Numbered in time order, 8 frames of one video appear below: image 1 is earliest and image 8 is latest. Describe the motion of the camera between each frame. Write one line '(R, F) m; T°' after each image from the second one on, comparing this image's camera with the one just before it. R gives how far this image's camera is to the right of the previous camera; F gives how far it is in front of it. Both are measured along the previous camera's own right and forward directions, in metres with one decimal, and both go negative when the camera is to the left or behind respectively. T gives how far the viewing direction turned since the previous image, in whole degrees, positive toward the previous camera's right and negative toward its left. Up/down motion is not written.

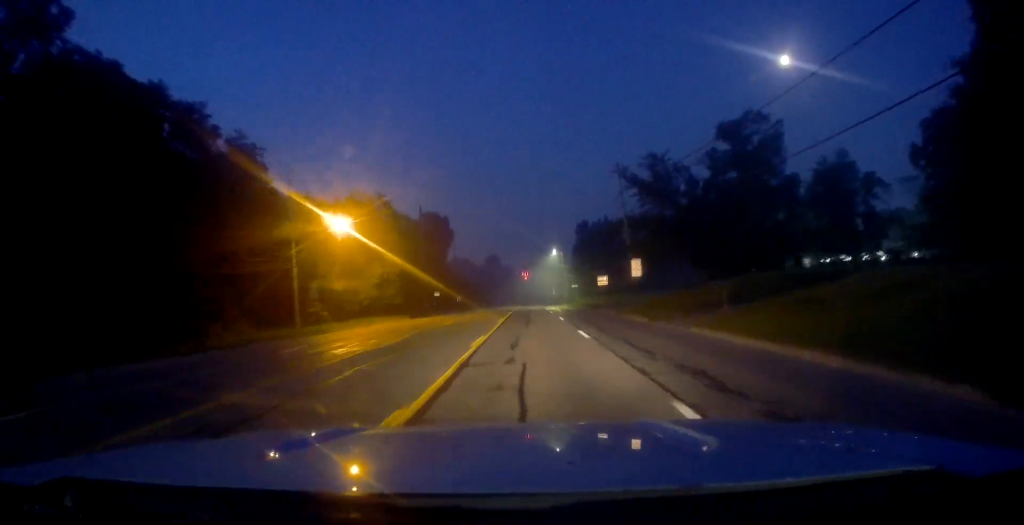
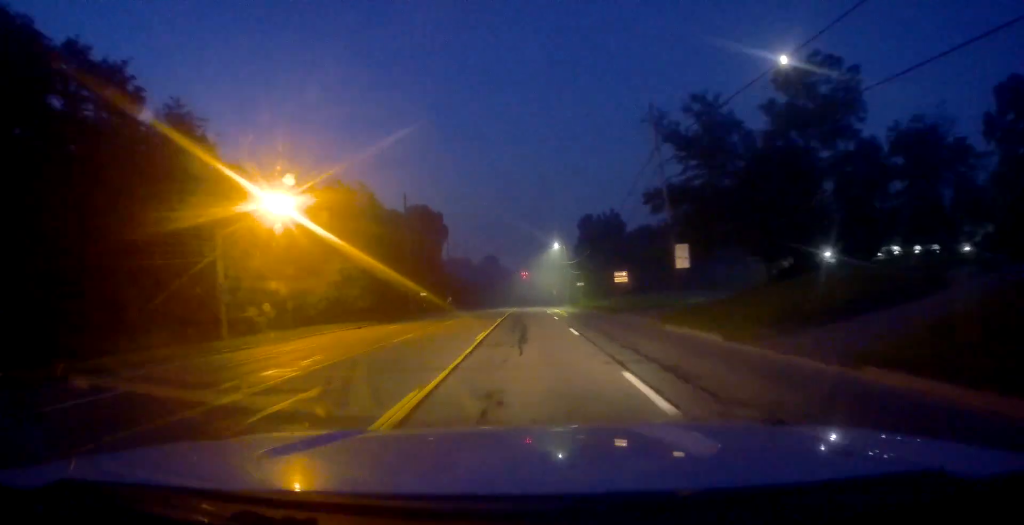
(+0.2, +12.3) m; +1°
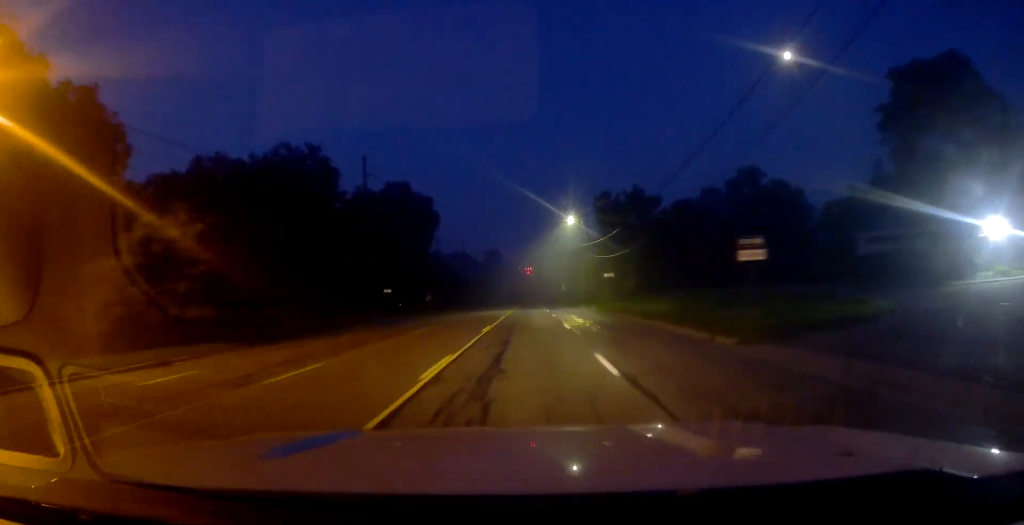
(-0.6, +25.9) m; -2°
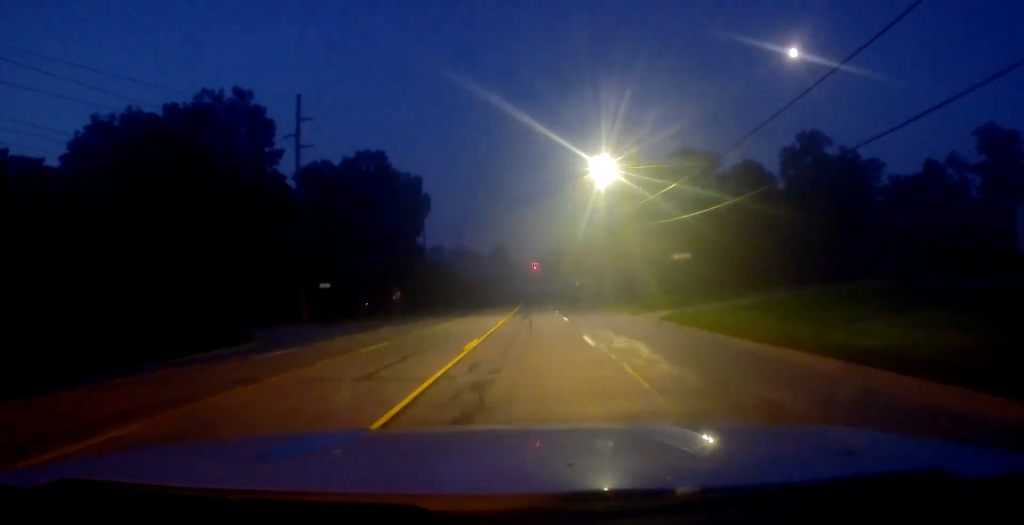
(+0.1, +23.3) m; +1°
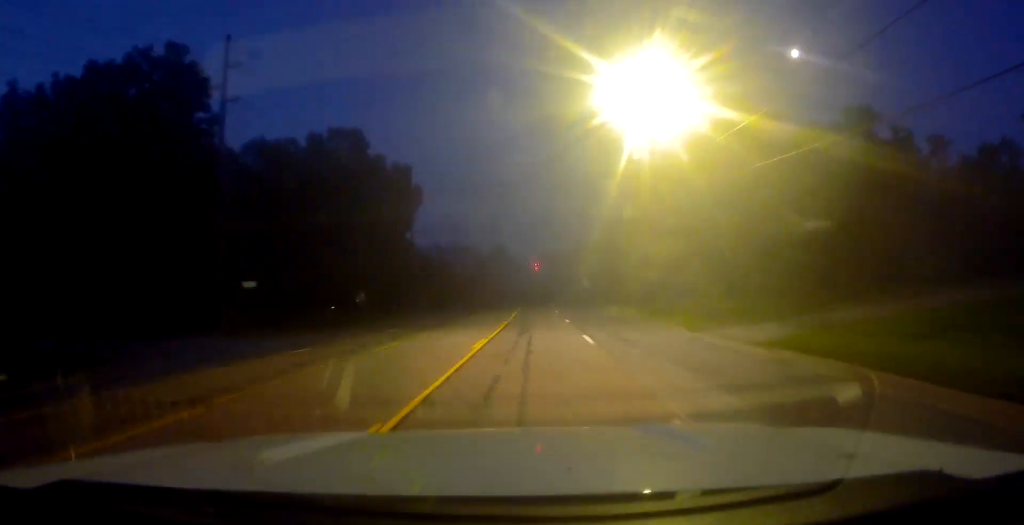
(+0.1, +13.7) m; -1°
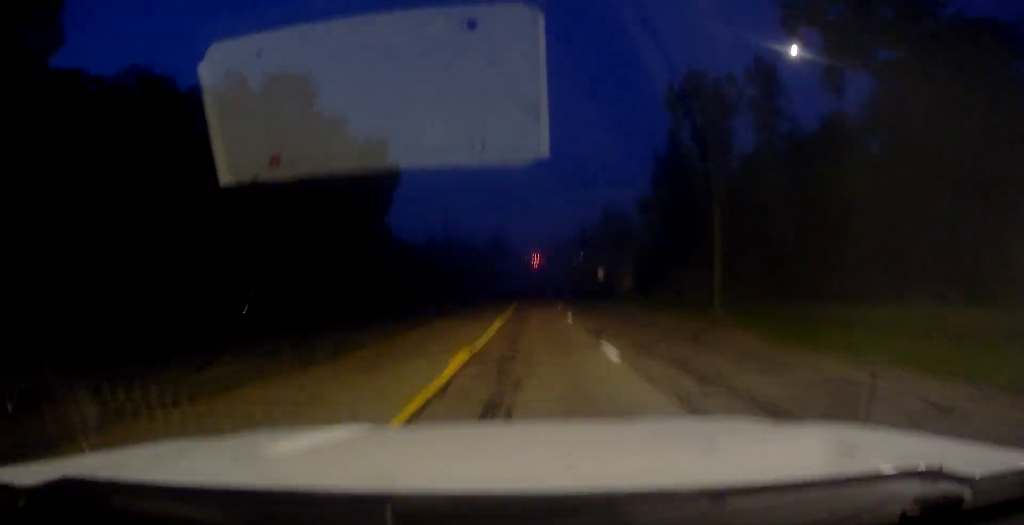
(-0.4, +20.4) m; -1°
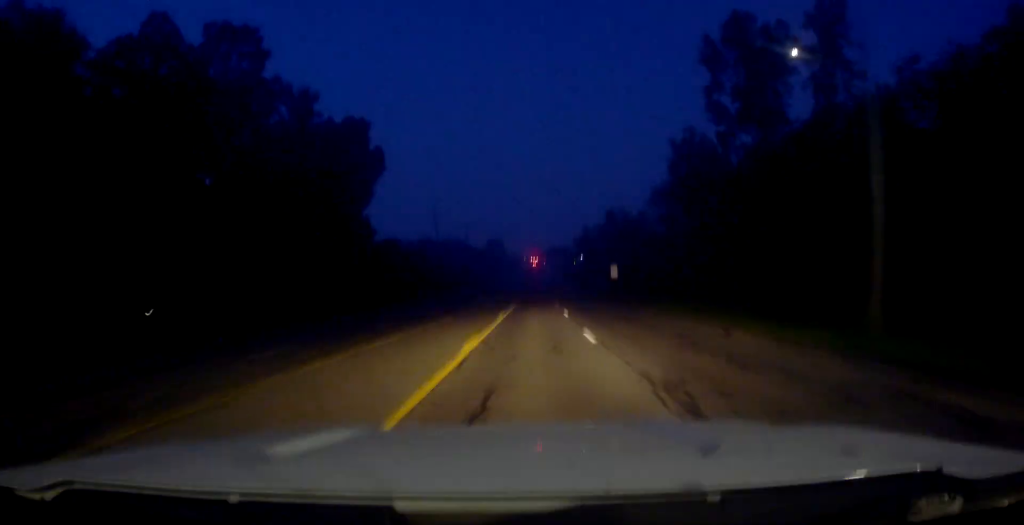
(-0.3, +12.6) m; +1°
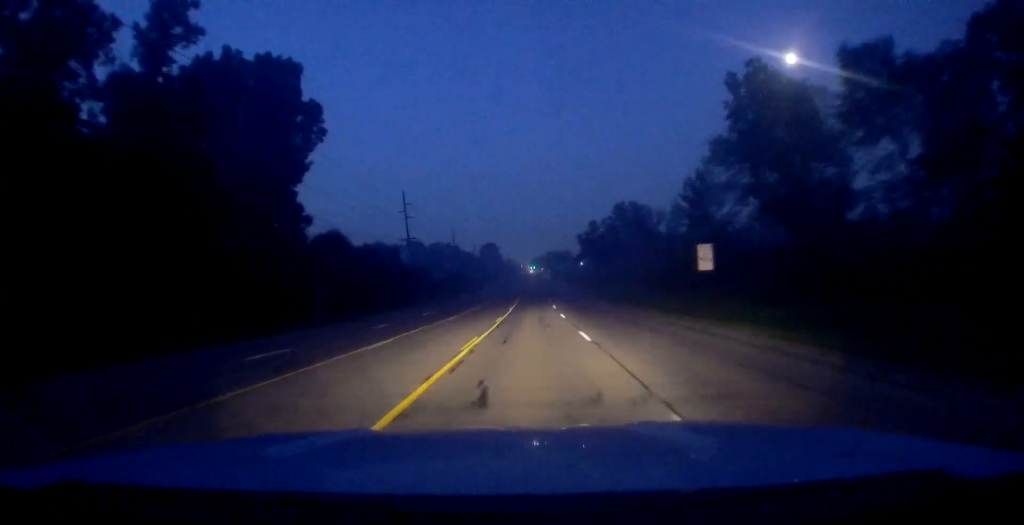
(+0.7, +30.7) m; +1°
